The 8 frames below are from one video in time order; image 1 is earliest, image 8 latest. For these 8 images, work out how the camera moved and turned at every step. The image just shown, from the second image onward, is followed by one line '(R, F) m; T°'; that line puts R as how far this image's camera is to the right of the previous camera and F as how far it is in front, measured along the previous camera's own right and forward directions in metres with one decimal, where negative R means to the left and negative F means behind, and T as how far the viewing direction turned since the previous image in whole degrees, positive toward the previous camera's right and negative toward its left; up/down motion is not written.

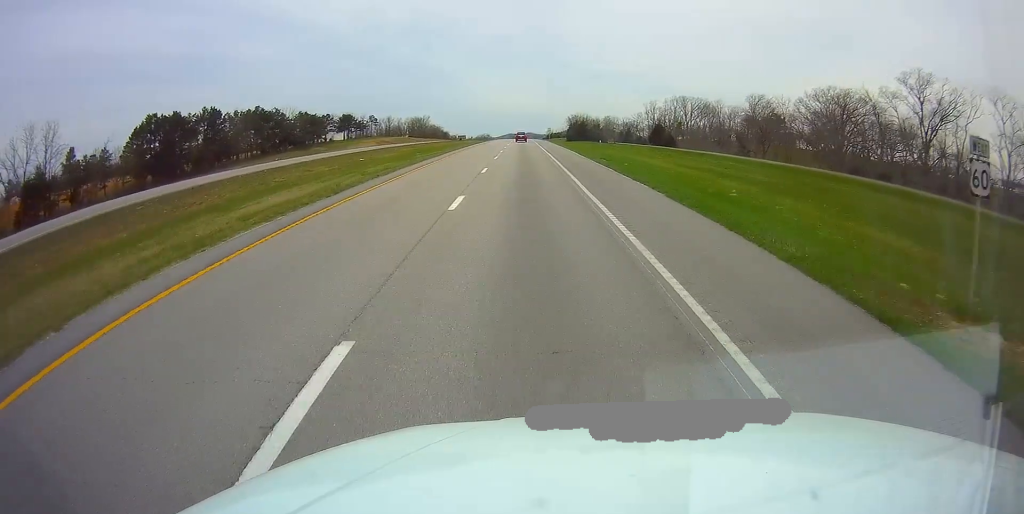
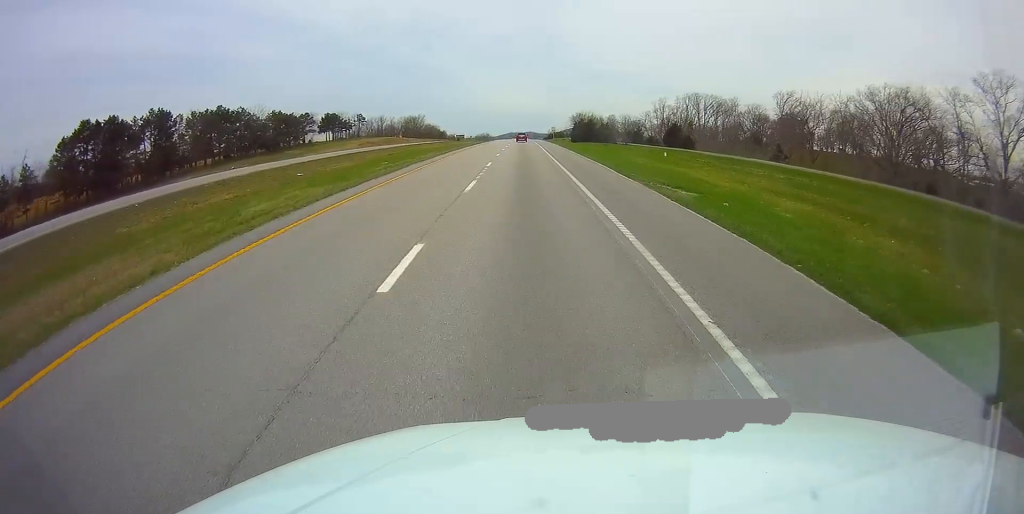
(-0.1, +19.7) m; 0°
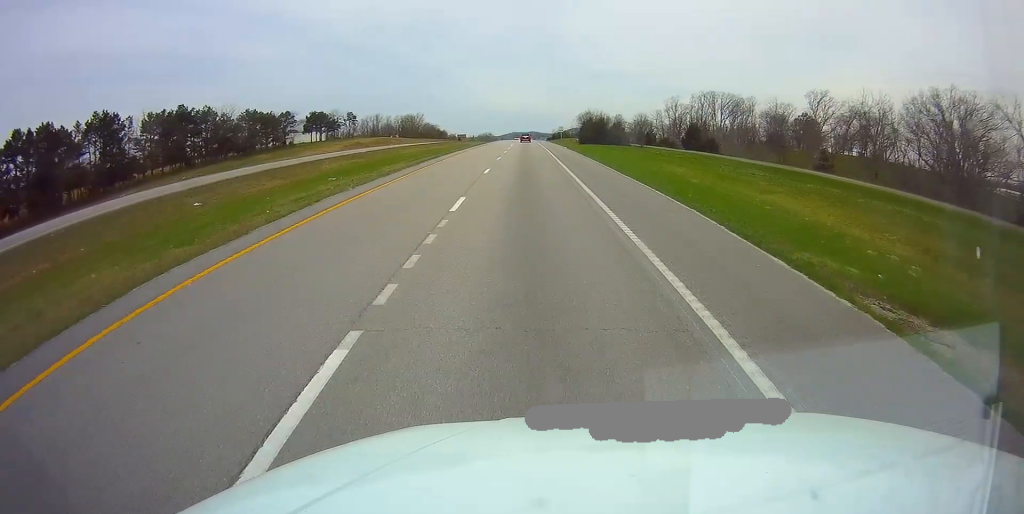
(0.0, +17.2) m; 0°
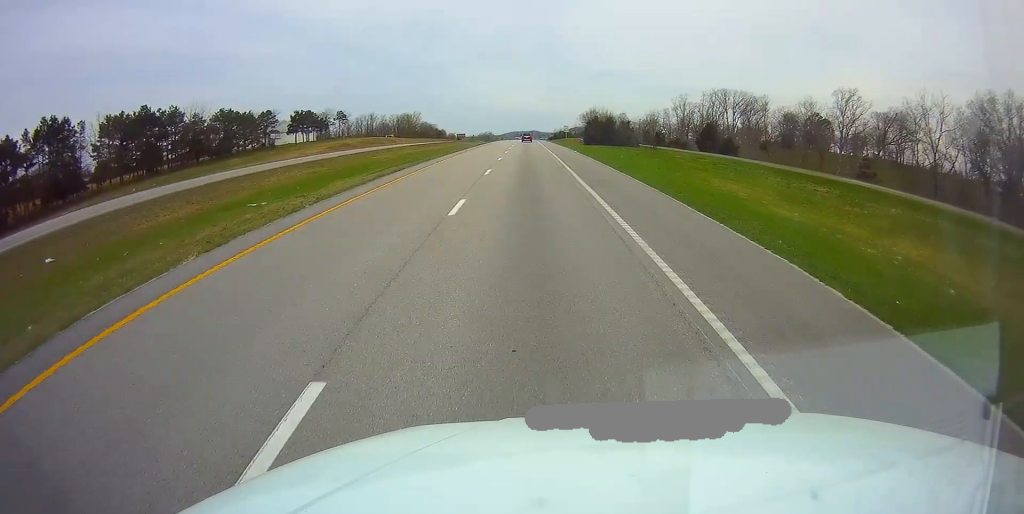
(0.0, +13.0) m; 0°
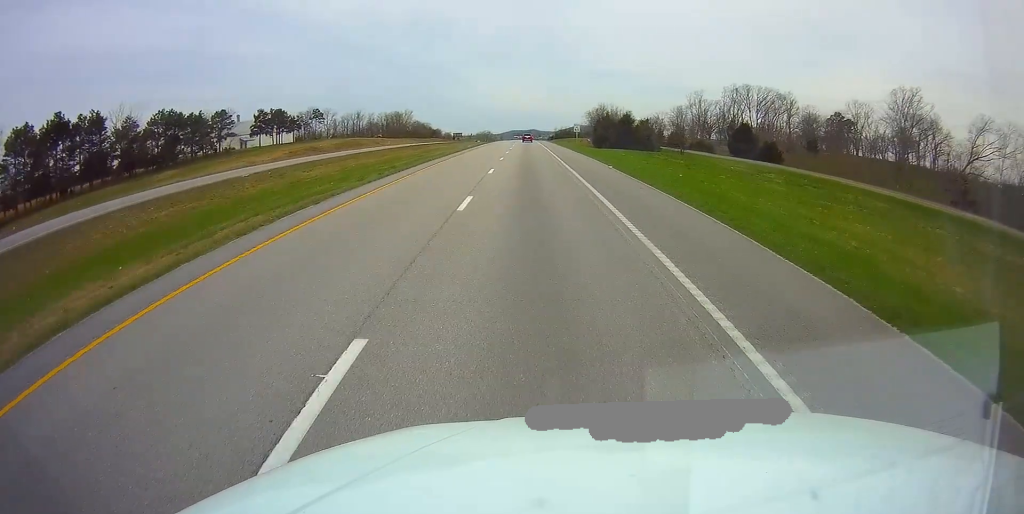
(-0.1, +23.5) m; +1°
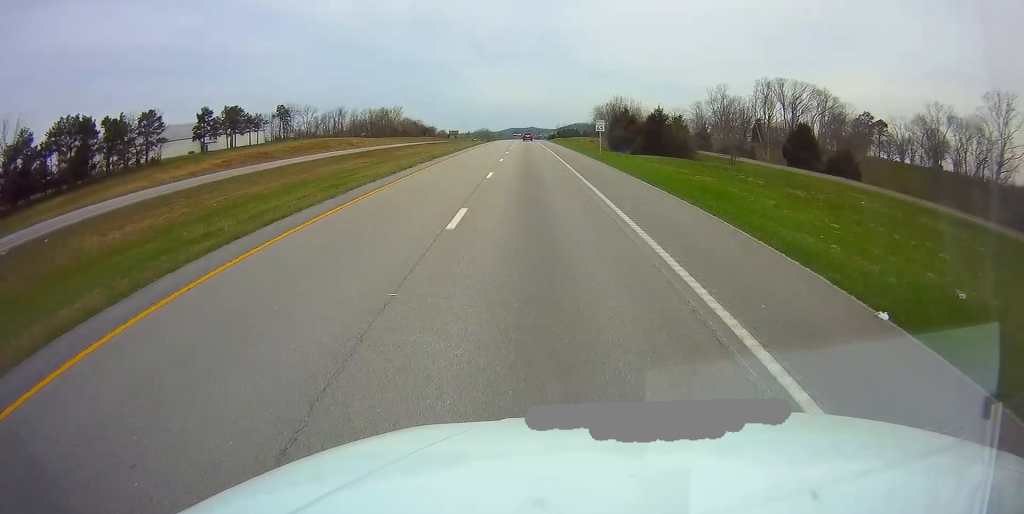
(+0.3, +27.2) m; 0°
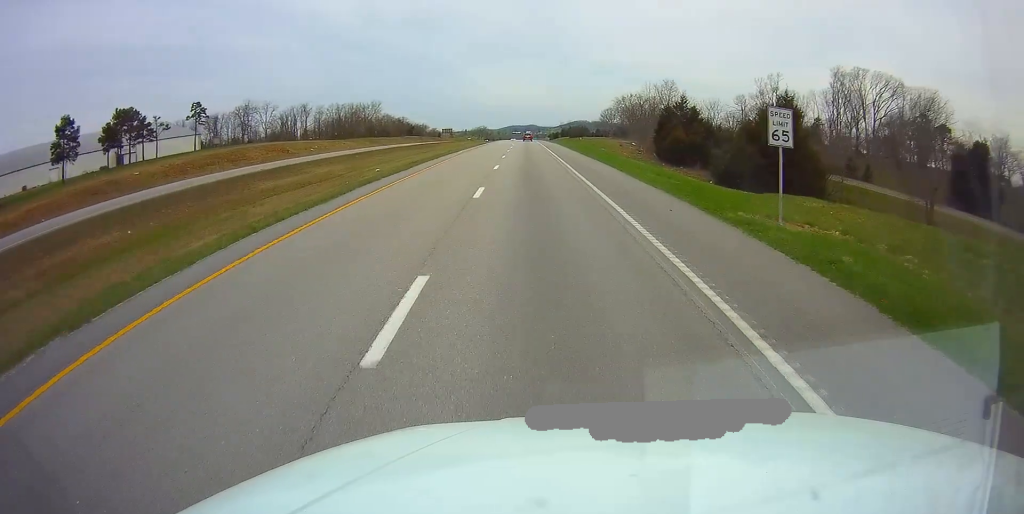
(-0.3, +43.6) m; 0°
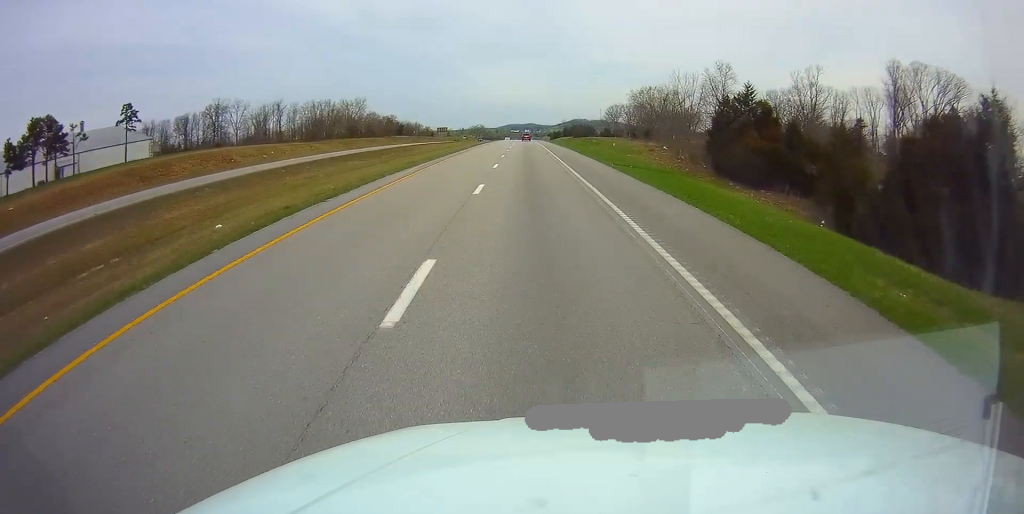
(+0.1, +23.5) m; 0°
